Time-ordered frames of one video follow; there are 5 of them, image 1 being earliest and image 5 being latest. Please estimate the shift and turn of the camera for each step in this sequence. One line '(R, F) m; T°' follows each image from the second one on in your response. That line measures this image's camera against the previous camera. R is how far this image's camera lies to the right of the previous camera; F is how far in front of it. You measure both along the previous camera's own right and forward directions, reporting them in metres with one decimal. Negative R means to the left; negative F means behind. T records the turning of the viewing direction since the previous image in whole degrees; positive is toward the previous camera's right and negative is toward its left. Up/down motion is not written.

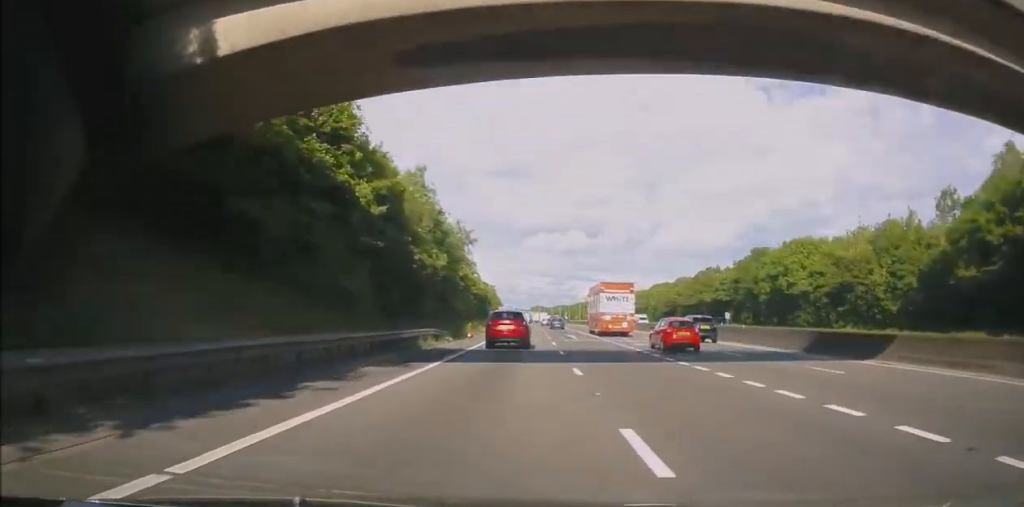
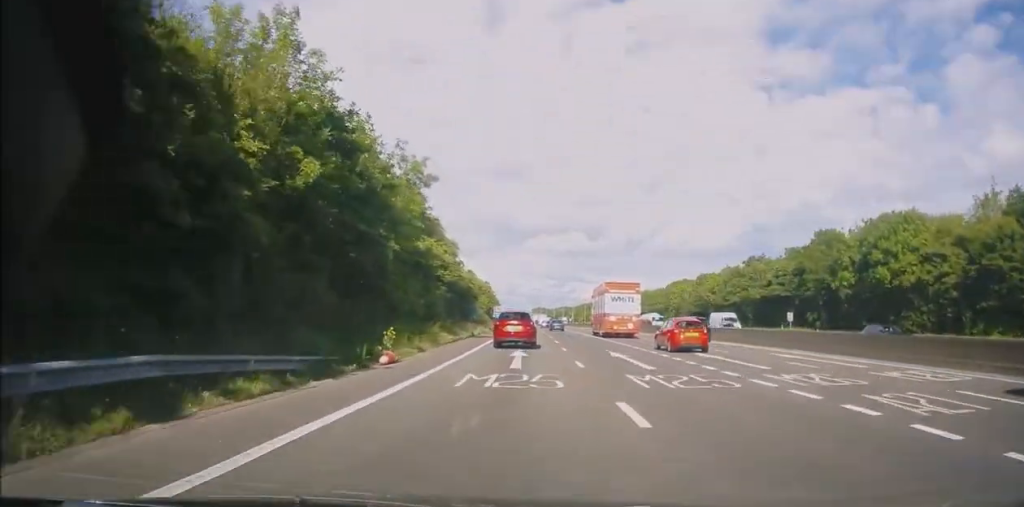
(-0.3, +24.1) m; 0°
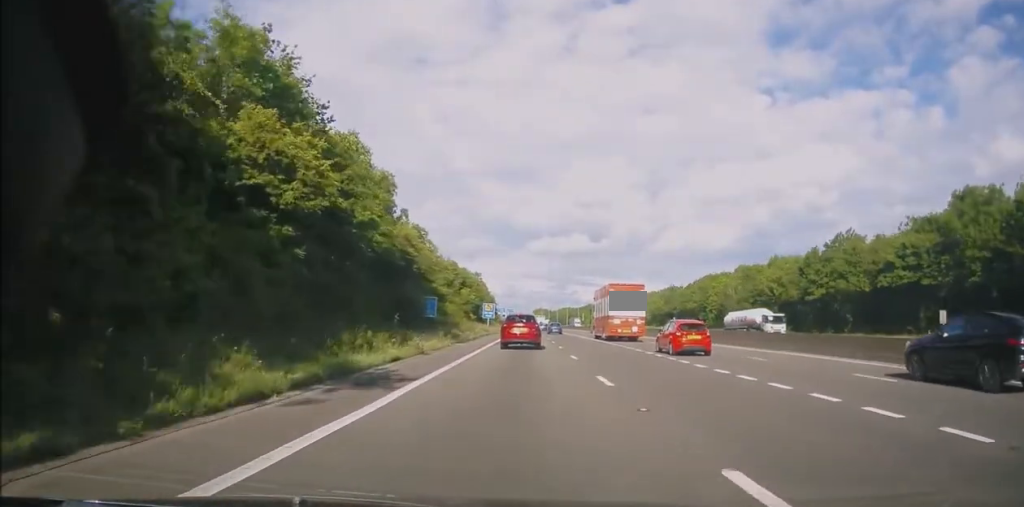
(+0.2, +30.5) m; +1°
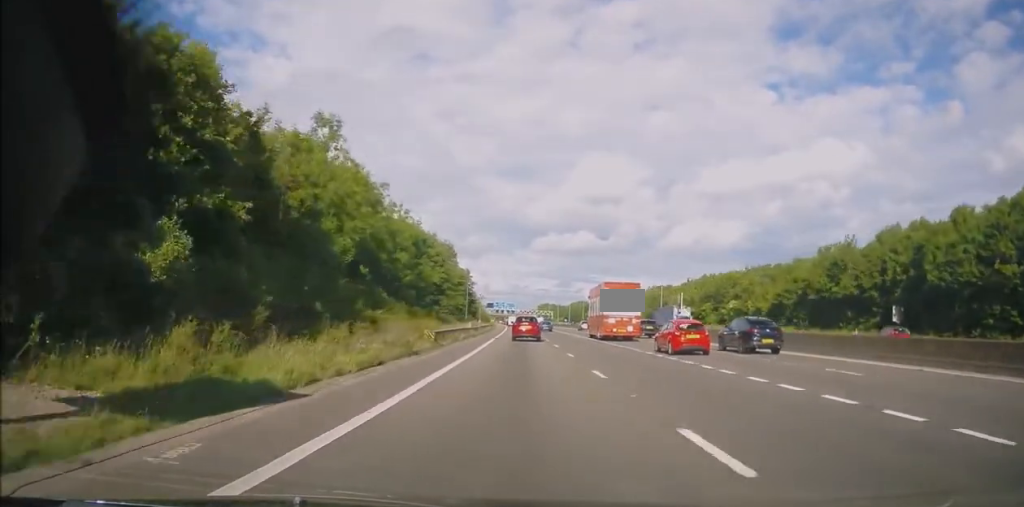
(0.0, +86.5) m; -1°
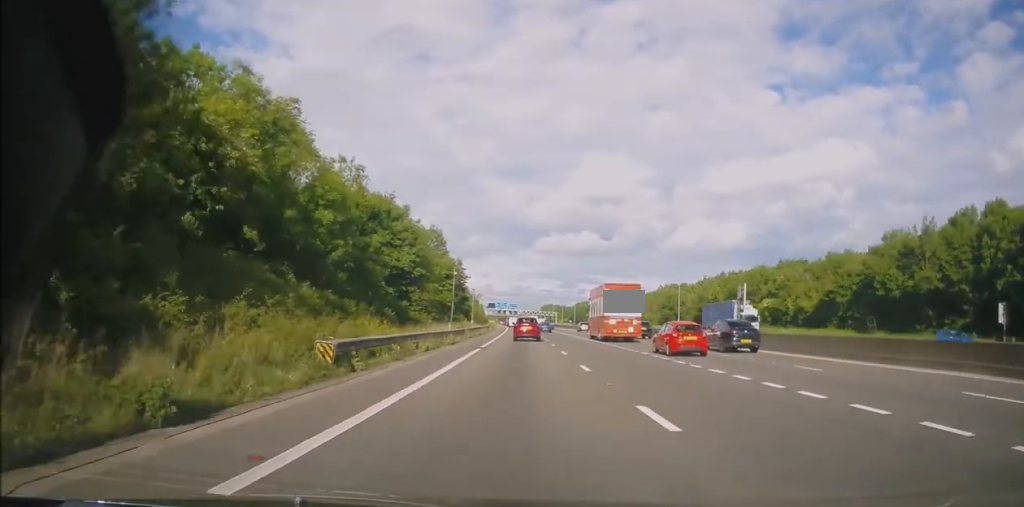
(-0.4, +15.1) m; 0°
